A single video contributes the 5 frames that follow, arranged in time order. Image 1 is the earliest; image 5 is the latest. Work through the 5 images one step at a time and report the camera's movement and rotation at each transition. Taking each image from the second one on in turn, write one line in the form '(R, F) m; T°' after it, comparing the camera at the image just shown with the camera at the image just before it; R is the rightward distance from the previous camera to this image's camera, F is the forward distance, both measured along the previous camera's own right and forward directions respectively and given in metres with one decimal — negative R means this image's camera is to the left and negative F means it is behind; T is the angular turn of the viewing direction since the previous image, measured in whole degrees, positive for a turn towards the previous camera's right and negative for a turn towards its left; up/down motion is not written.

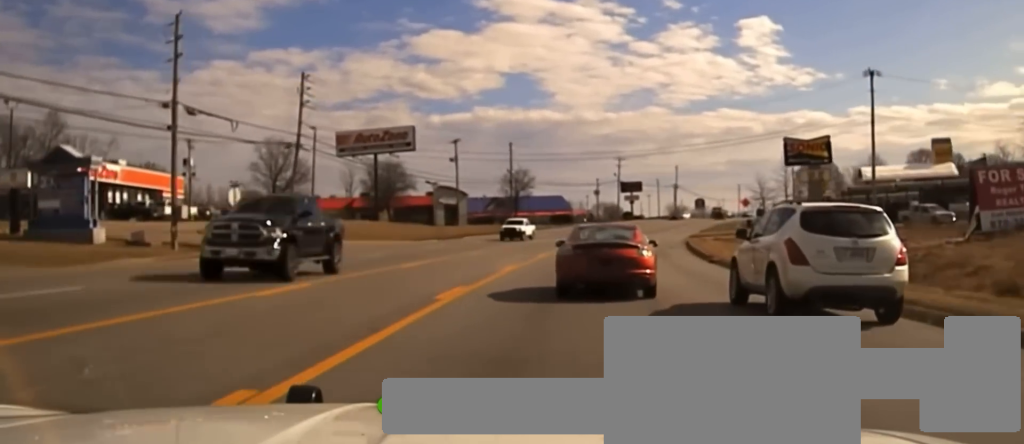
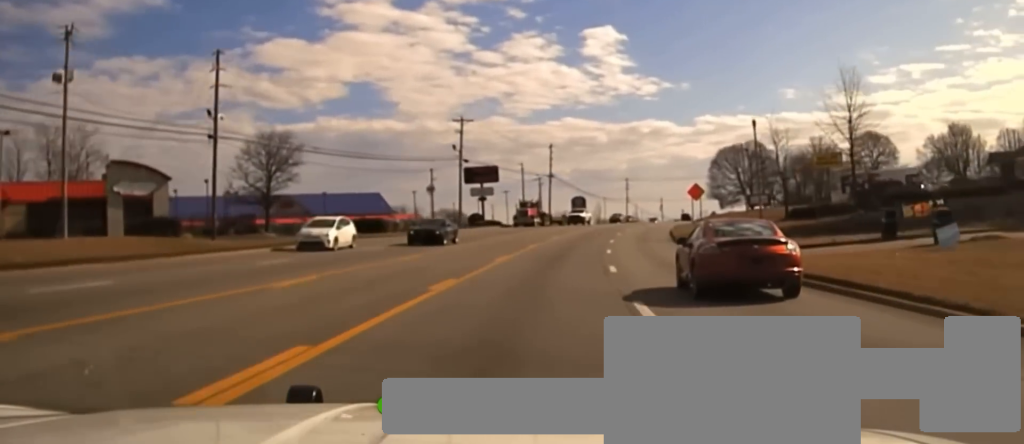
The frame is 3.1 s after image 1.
(+3.7, +73.5) m; +8°
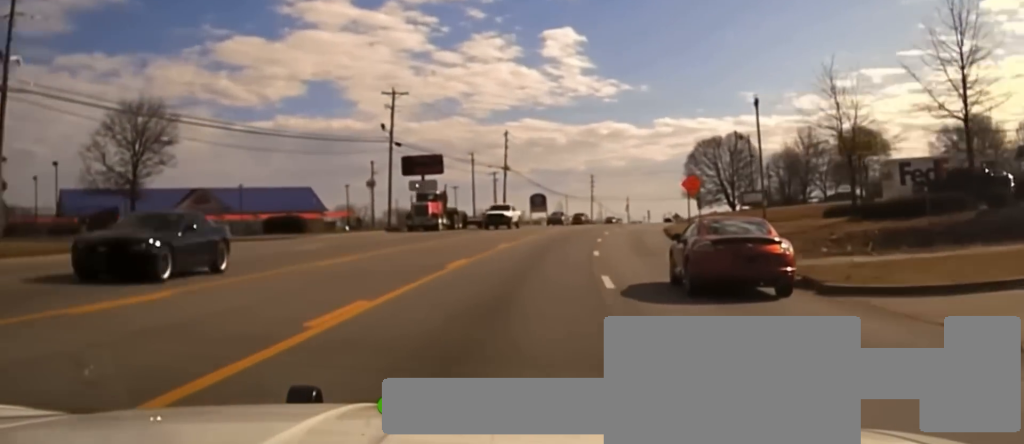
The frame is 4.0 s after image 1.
(+0.9, +19.6) m; +3°
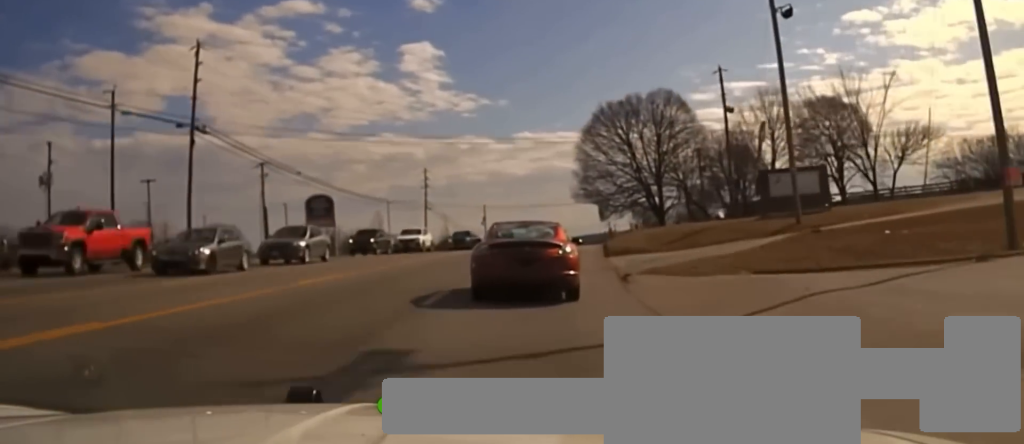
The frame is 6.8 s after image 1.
(+6.3, +64.1) m; +10°
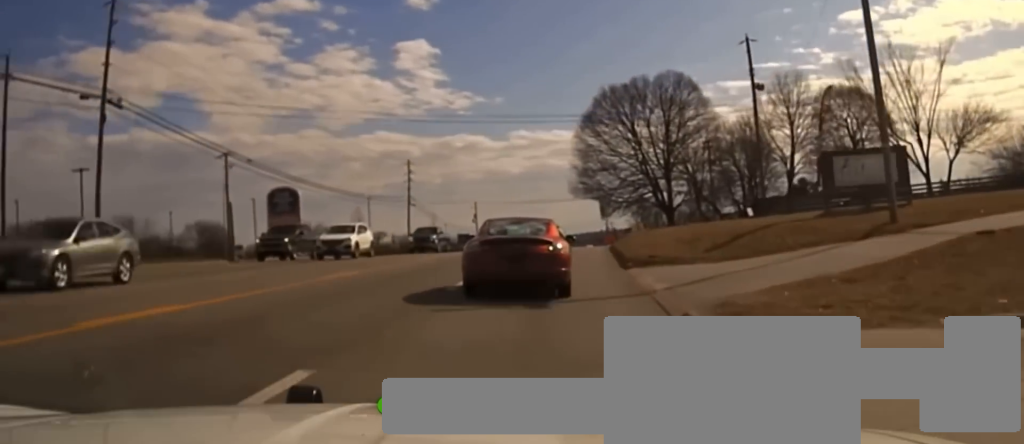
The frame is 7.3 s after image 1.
(0.0, +10.1) m; 0°
